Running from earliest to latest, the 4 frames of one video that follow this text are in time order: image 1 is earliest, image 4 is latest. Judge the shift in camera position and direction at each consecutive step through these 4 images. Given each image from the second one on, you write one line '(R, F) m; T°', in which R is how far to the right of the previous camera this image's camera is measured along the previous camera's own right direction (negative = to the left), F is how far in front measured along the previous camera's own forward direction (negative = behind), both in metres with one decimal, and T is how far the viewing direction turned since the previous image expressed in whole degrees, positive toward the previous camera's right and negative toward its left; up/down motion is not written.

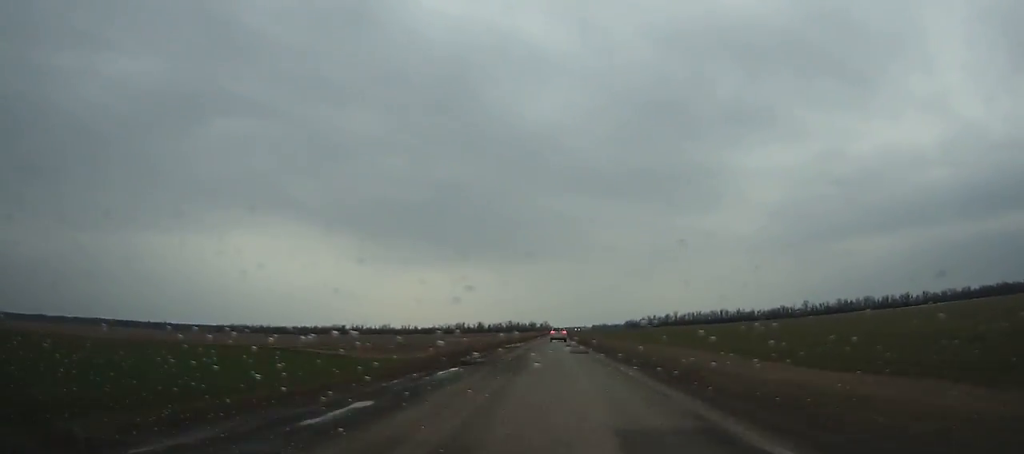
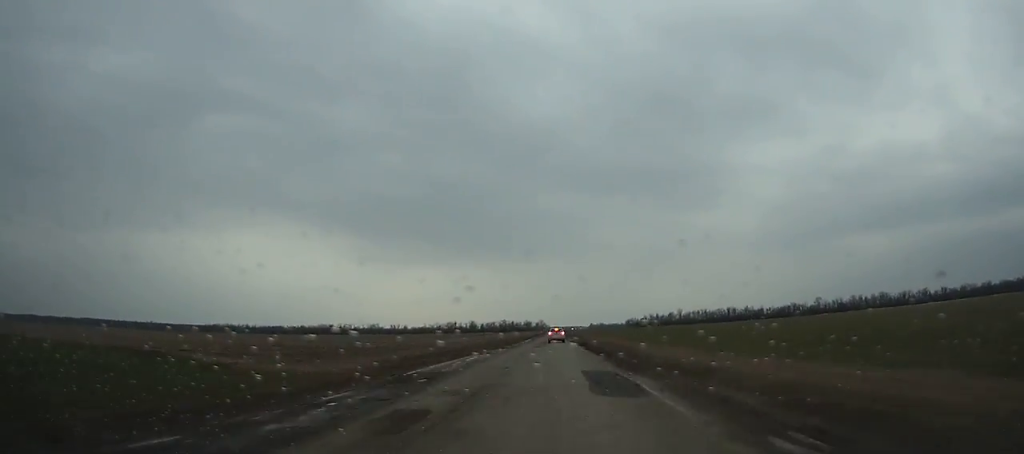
(+0.2, +34.0) m; 0°
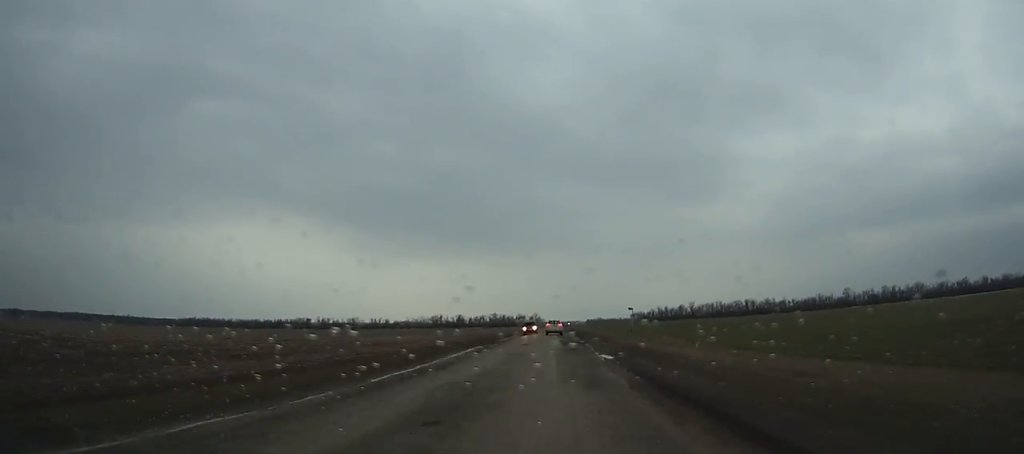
(+0.3, +61.2) m; +1°
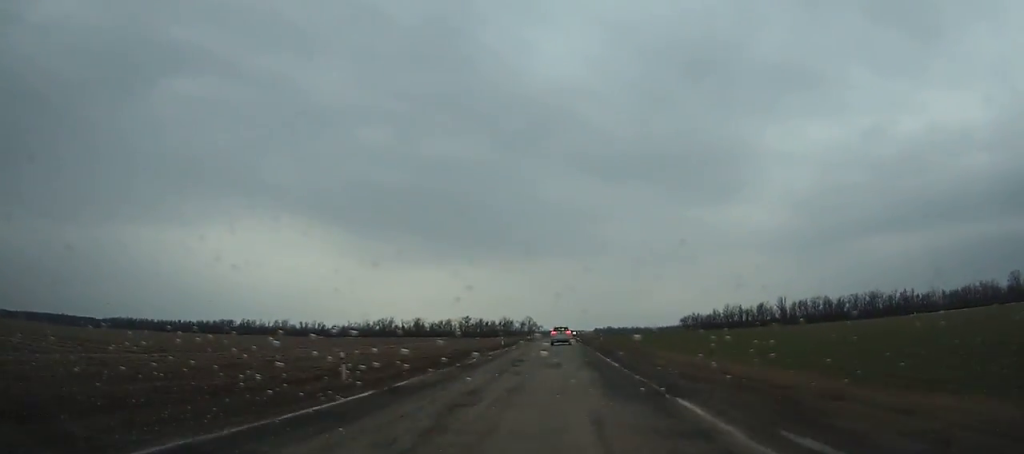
(-0.8, +186.2) m; 0°
